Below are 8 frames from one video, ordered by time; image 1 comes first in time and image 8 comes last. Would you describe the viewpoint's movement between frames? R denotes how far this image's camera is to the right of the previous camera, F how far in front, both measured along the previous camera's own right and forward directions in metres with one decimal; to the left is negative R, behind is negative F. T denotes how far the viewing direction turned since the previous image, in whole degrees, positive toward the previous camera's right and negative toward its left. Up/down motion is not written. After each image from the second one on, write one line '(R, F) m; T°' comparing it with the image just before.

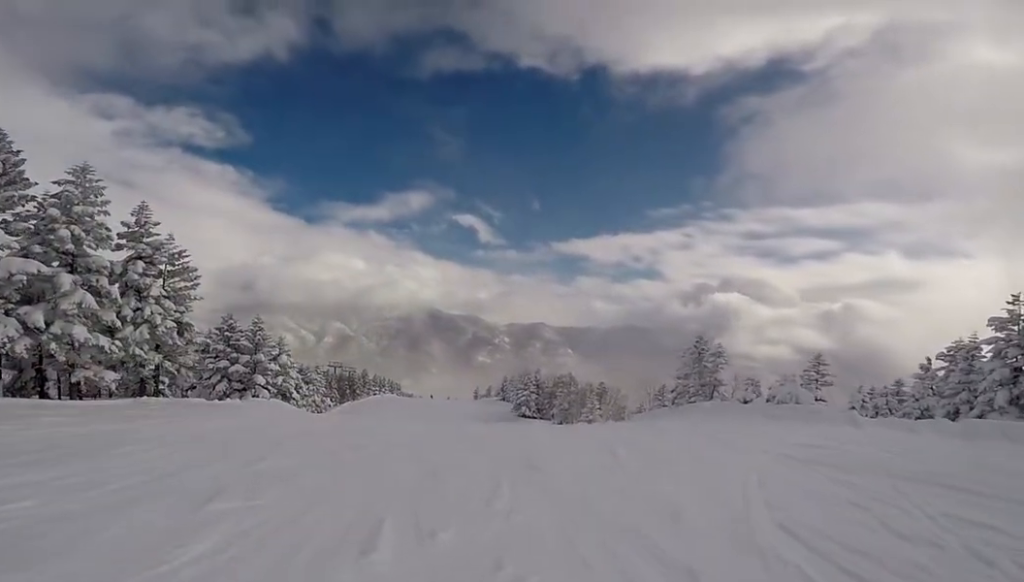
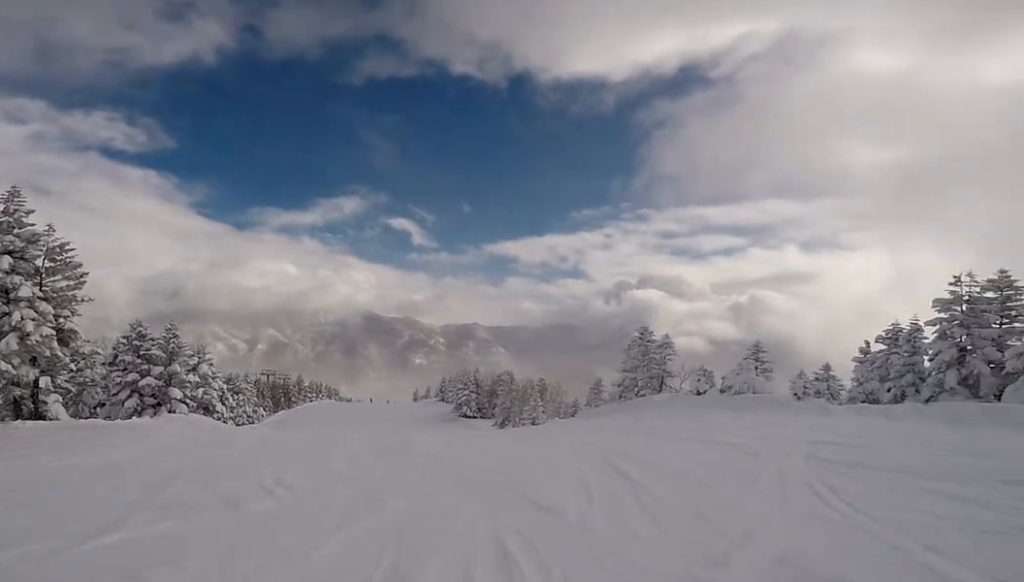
(+0.1, +2.8) m; +4°
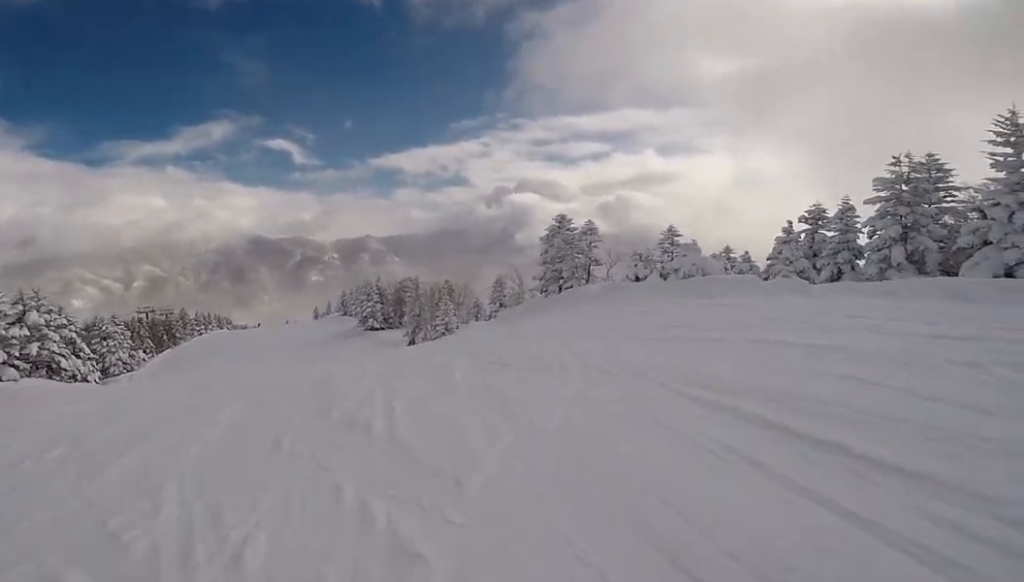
(+0.5, +5.1) m; +6°
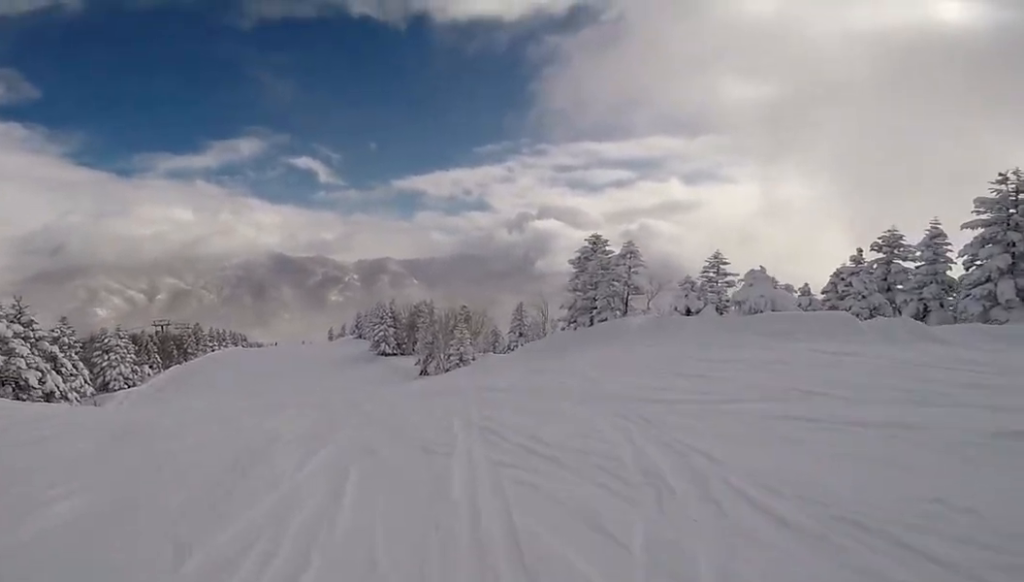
(0.0, +3.8) m; -3°
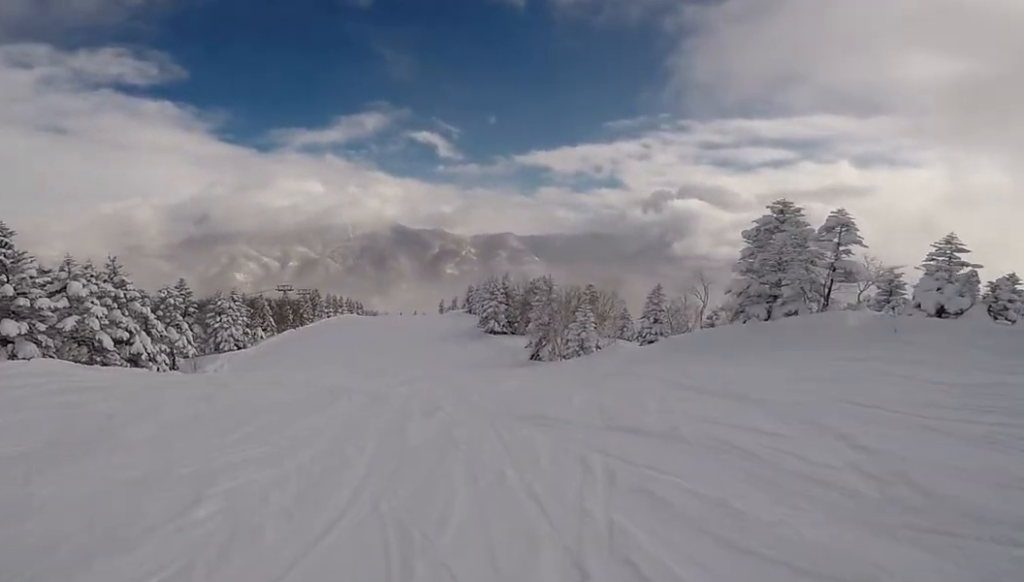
(-0.3, +5.4) m; 0°
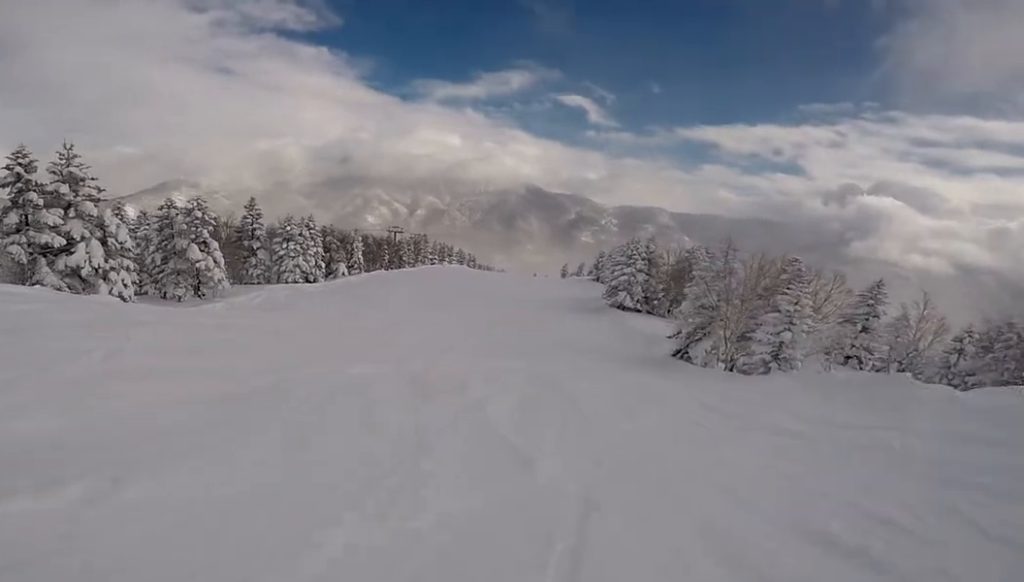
(-2.6, +12.5) m; -41°
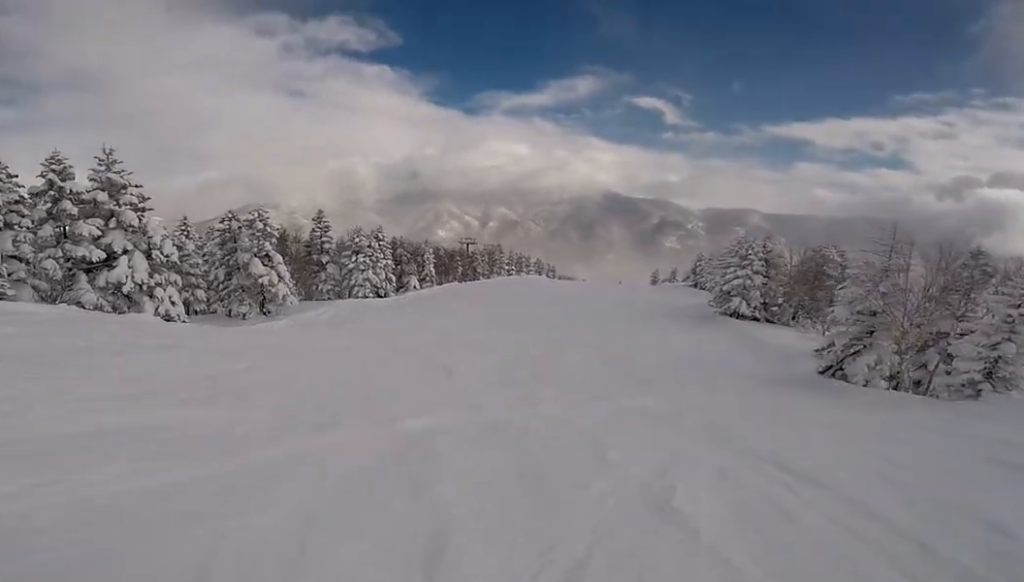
(-0.4, +4.2) m; +1°
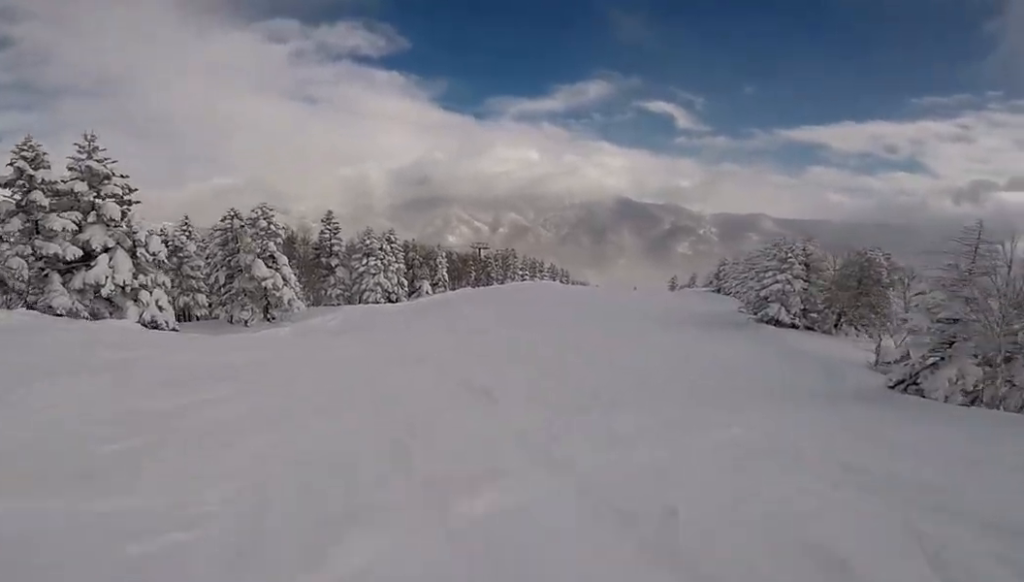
(-0.4, +3.0) m; +7°
